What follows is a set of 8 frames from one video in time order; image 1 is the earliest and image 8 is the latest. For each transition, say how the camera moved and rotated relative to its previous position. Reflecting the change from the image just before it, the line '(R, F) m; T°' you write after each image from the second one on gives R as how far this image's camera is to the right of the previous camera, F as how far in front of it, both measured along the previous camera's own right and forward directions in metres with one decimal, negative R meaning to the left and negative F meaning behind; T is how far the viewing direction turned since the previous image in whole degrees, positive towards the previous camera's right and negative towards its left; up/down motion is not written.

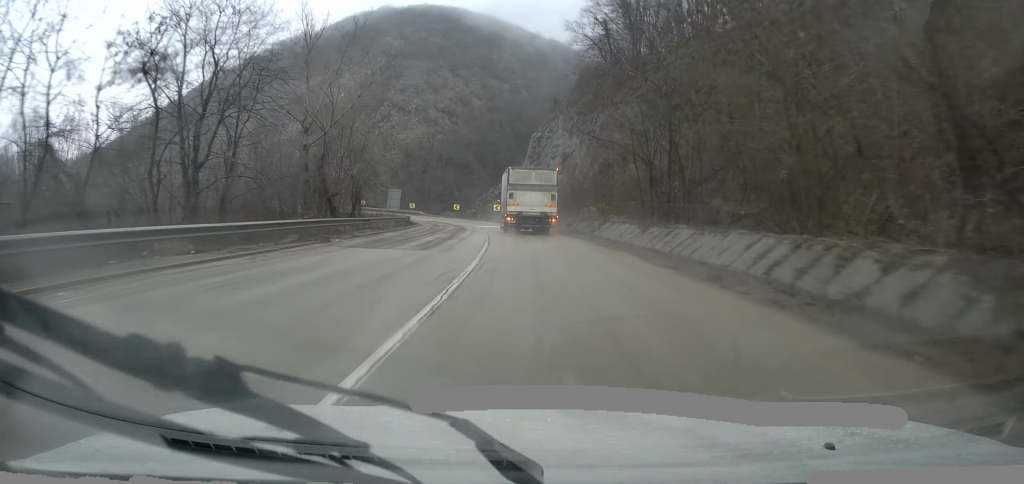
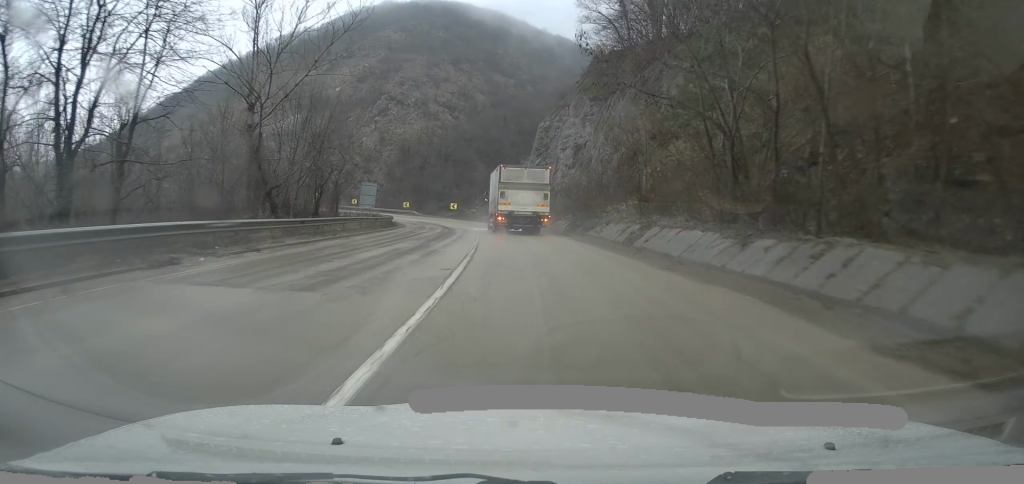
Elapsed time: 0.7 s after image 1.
(-0.2, +10.0) m; -2°
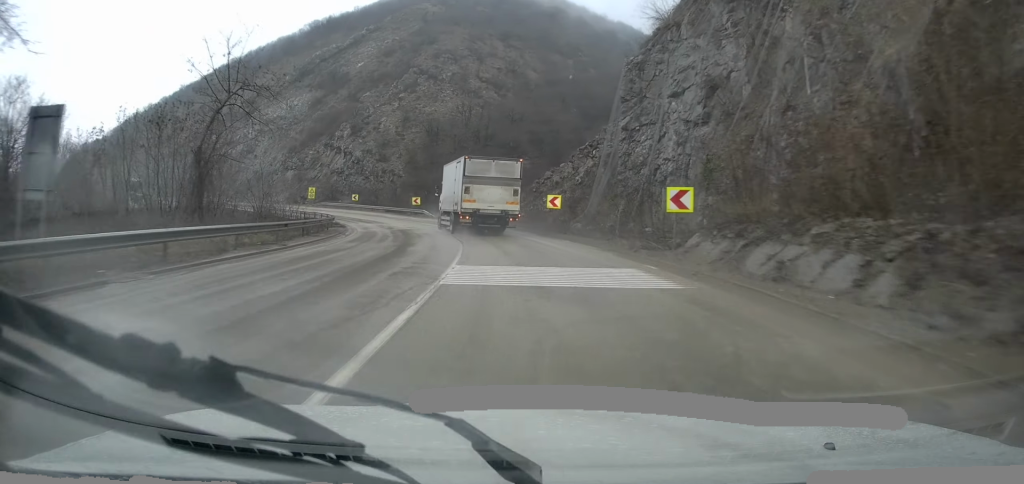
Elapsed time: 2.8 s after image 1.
(-0.4, +32.1) m; -3°
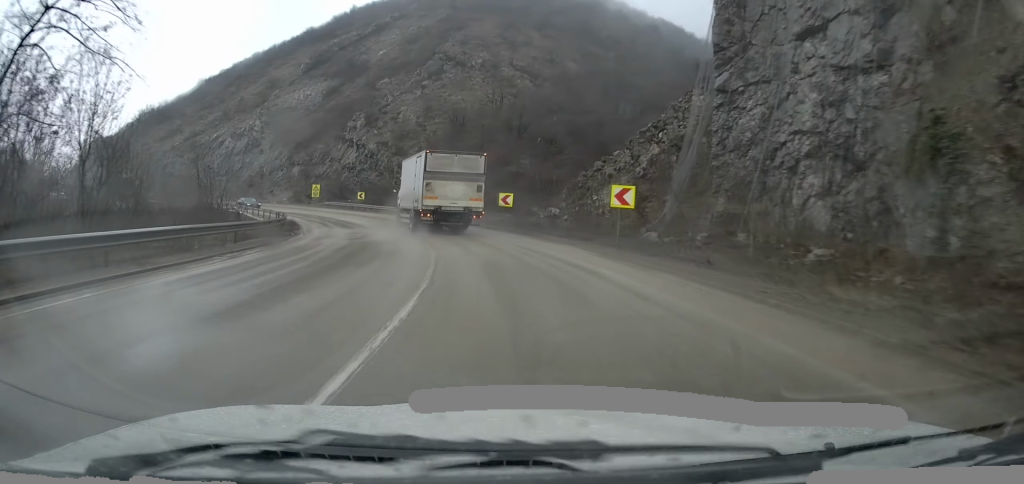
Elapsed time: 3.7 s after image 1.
(-0.6, +14.1) m; -3°
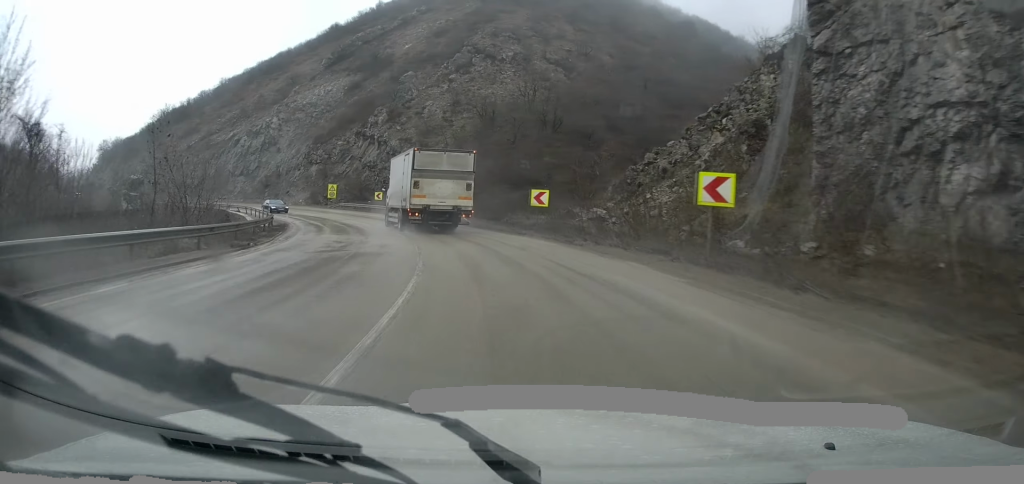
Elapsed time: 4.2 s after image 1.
(+0.1, +7.0) m; -1°
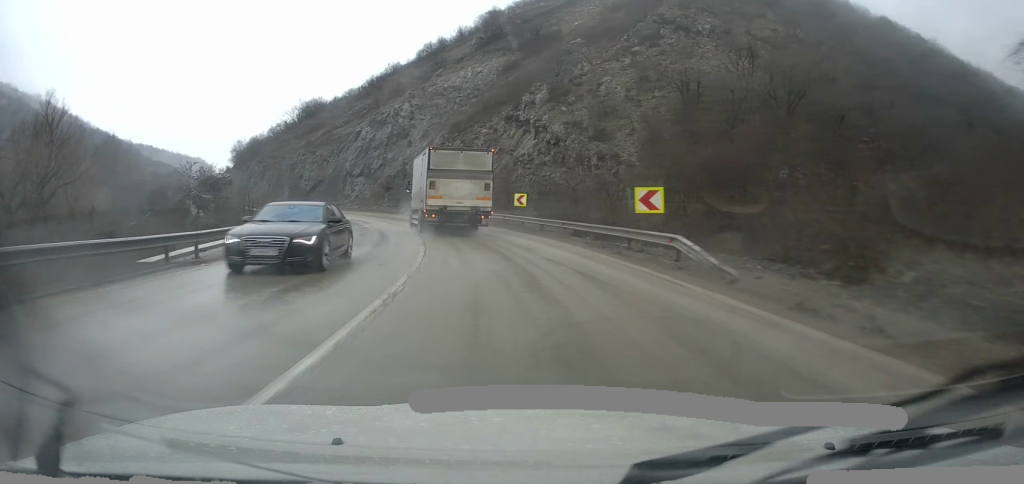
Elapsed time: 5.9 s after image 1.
(-2.2, +25.7) m; -13°
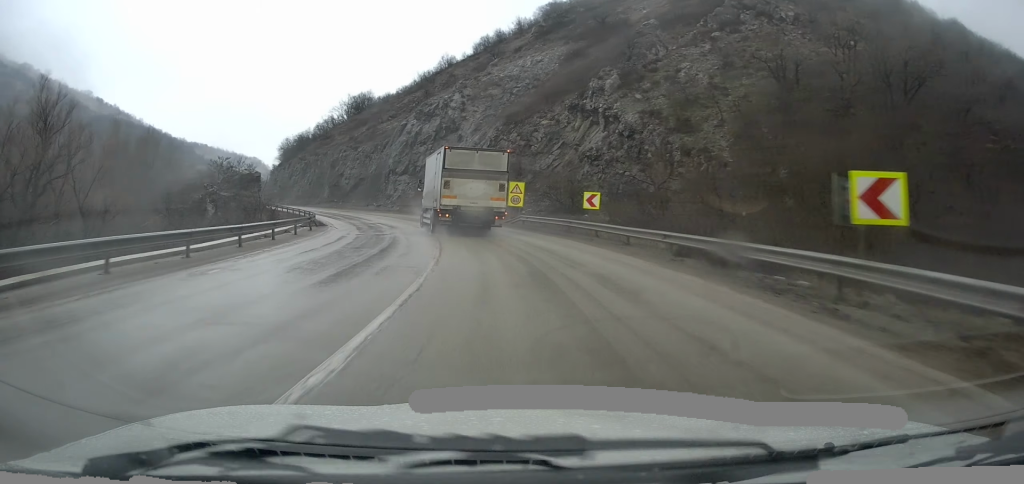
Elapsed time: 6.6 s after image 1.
(-0.4, +9.4) m; -7°
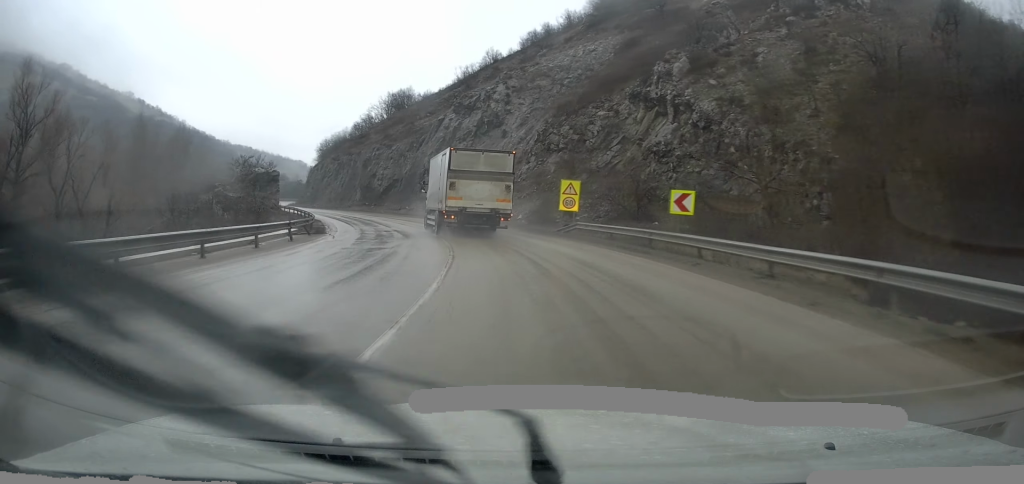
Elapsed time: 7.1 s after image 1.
(-0.7, +8.4) m; -5°
